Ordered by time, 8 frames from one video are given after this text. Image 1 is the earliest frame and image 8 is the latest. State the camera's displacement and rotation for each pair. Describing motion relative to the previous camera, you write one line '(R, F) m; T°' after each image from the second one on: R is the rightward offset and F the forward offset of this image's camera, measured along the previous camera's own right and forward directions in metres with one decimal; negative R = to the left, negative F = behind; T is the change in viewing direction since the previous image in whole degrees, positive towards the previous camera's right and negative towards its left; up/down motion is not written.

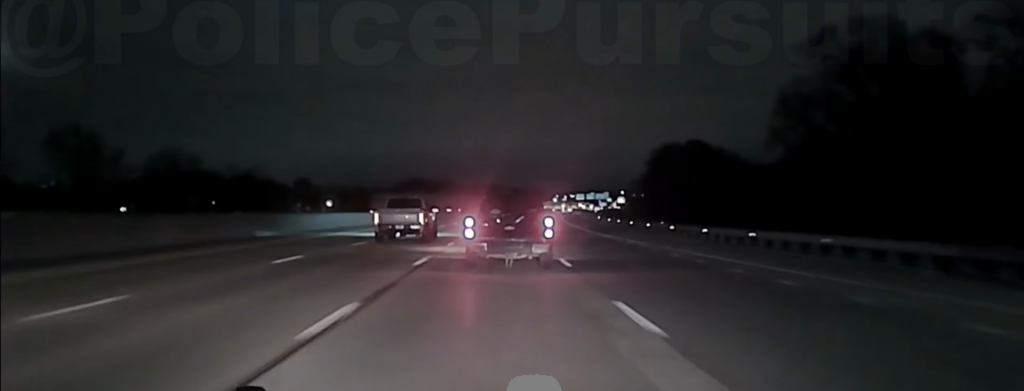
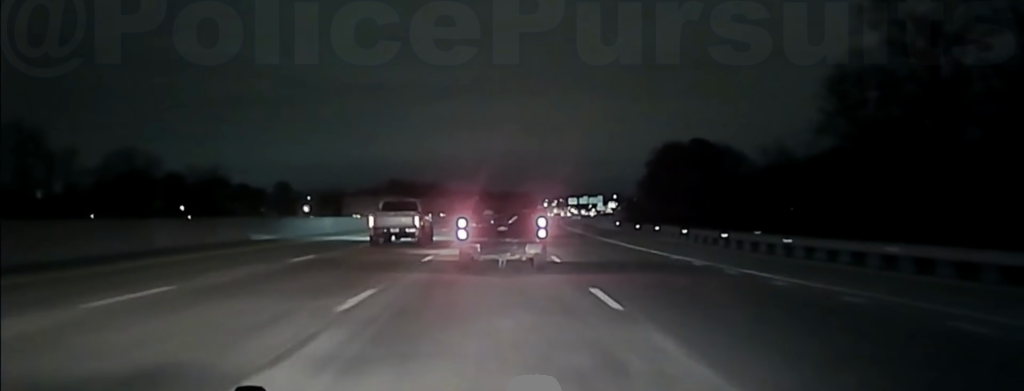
(+0.2, +19.2) m; +1°
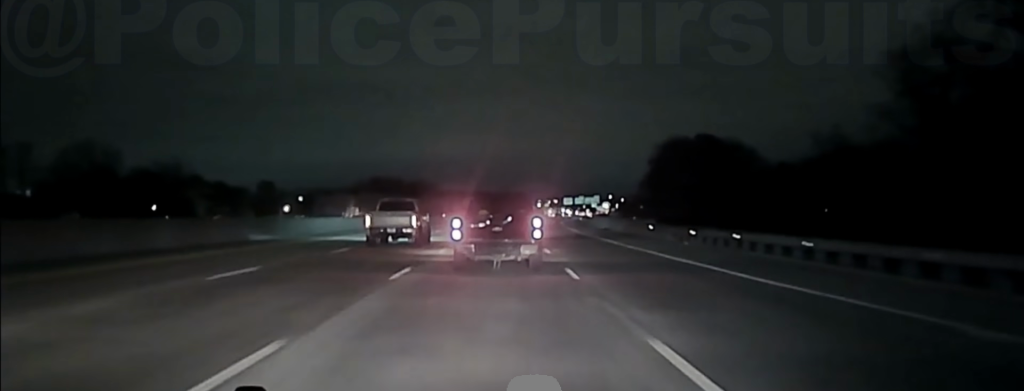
(+0.1, +17.4) m; +1°
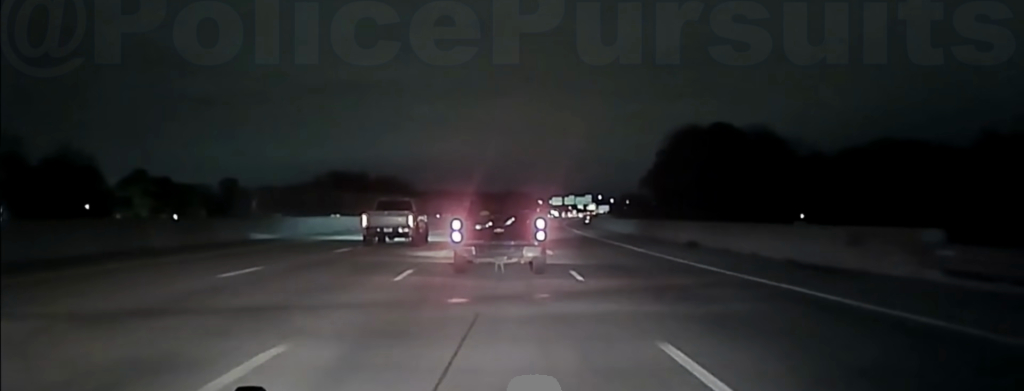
(+0.4, +37.3) m; +1°
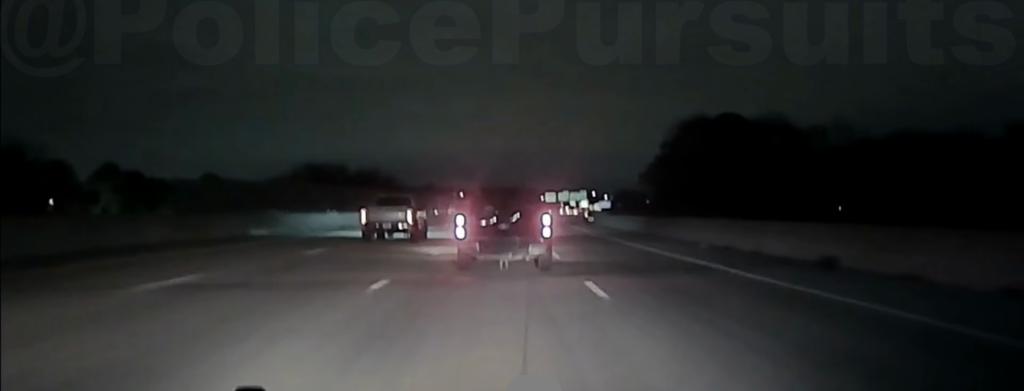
(+0.1, +17.9) m; 0°
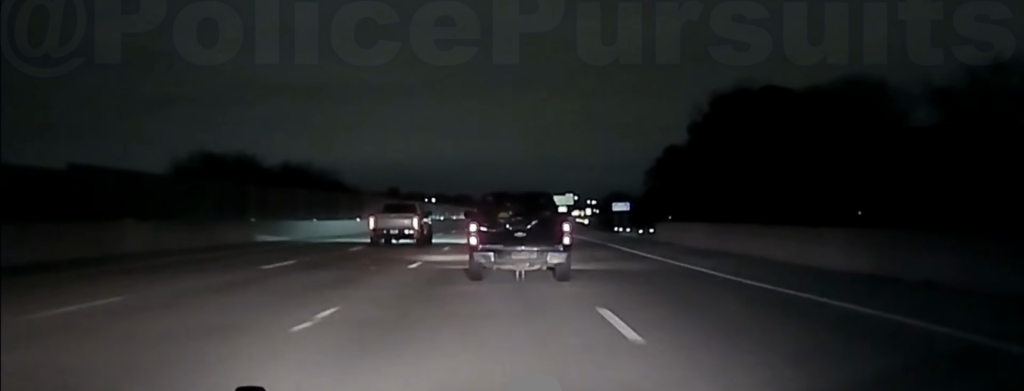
(+0.7, +56.9) m; +2°
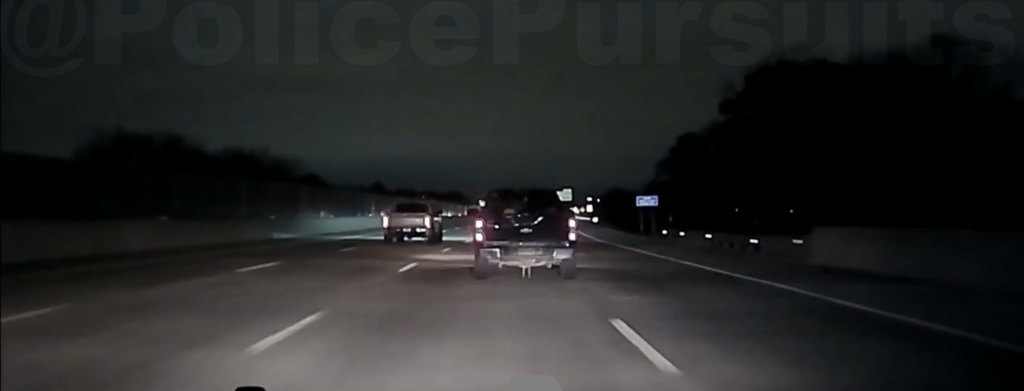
(+0.4, +24.9) m; +1°
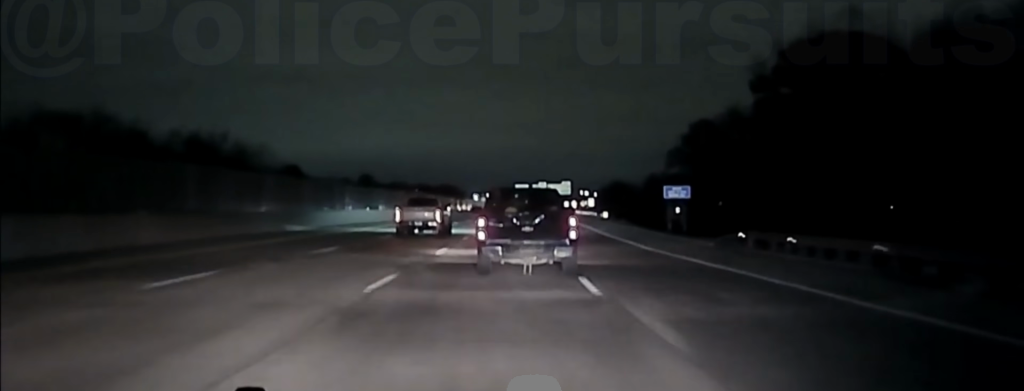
(0.0, +15.2) m; 0°
